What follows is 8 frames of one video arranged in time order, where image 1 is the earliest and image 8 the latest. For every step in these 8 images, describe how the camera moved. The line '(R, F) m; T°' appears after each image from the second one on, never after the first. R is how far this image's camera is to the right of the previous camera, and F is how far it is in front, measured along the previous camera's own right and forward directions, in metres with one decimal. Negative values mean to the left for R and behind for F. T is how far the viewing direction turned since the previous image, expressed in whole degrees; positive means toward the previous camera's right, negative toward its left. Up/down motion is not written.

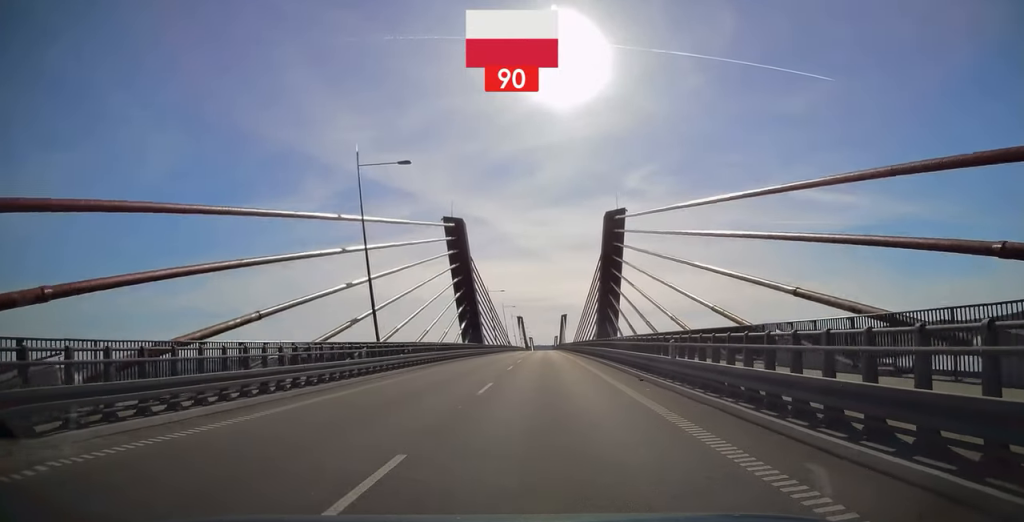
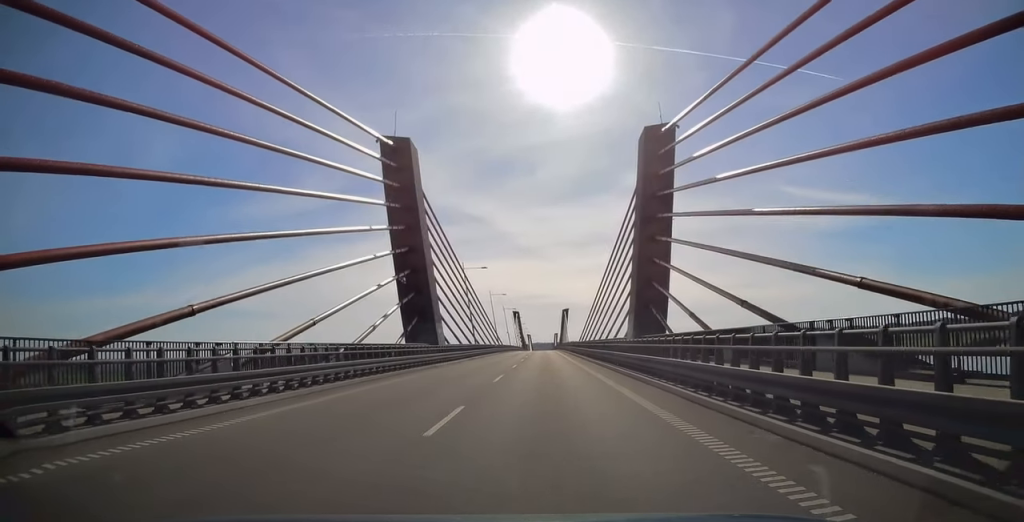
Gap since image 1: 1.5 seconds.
(0.0, +30.5) m; 0°
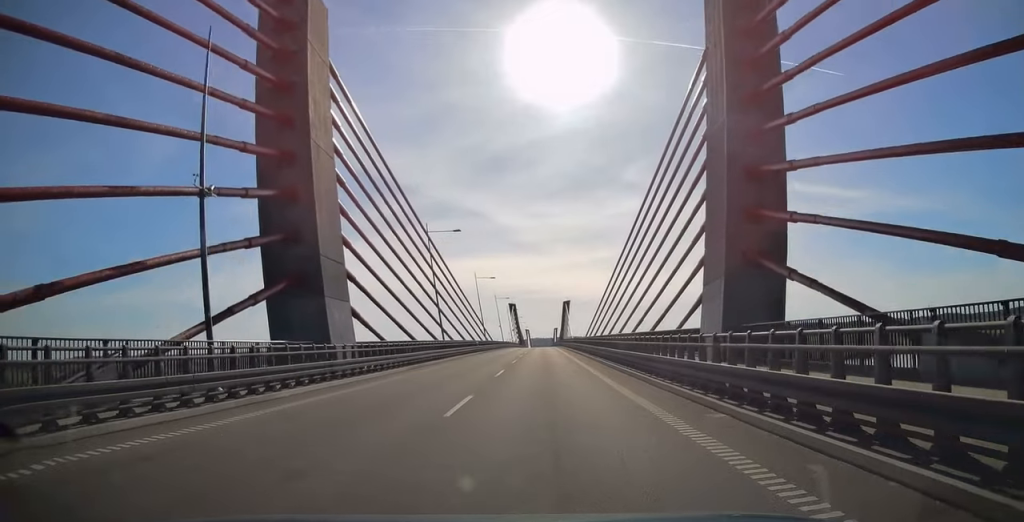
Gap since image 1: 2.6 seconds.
(0.0, +22.0) m; 0°
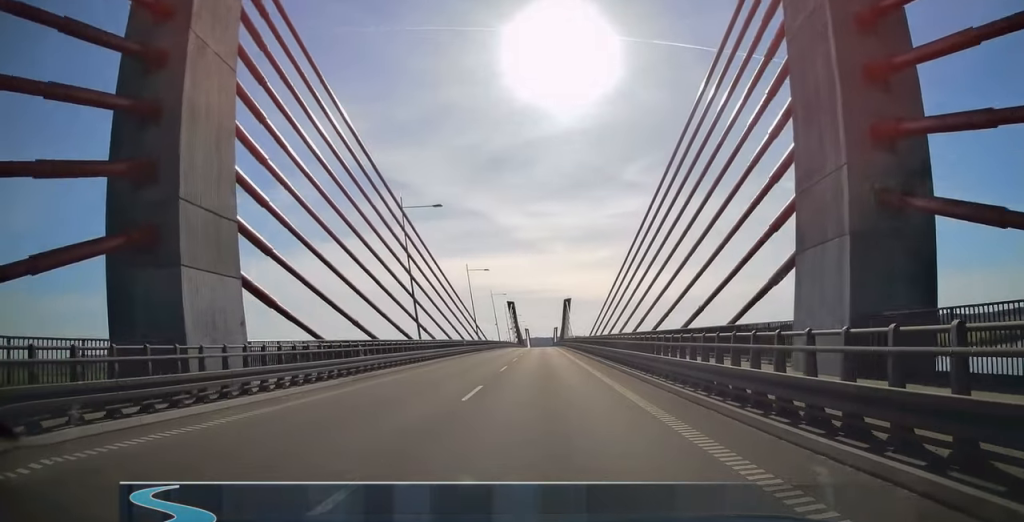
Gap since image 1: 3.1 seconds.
(0.0, +9.3) m; 0°
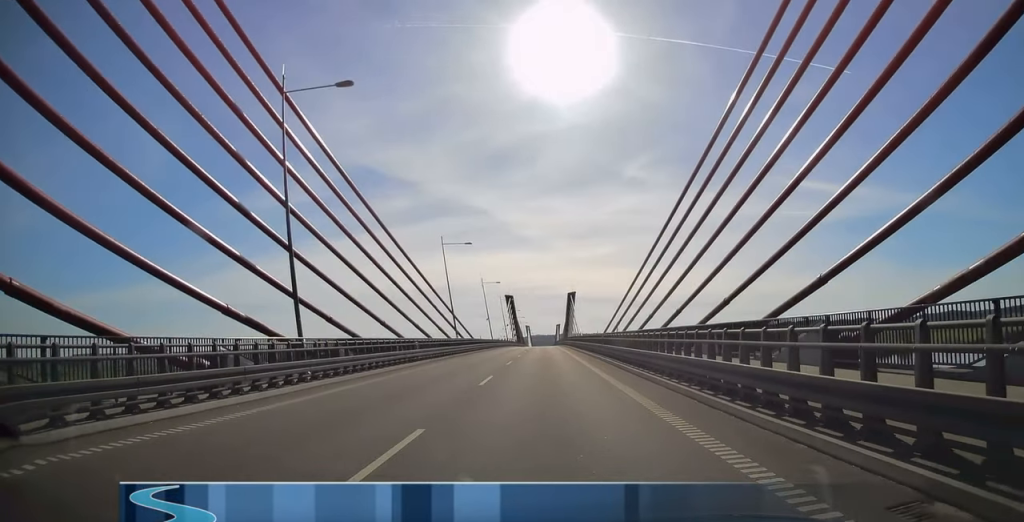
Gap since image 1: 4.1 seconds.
(0.0, +20.5) m; 0°
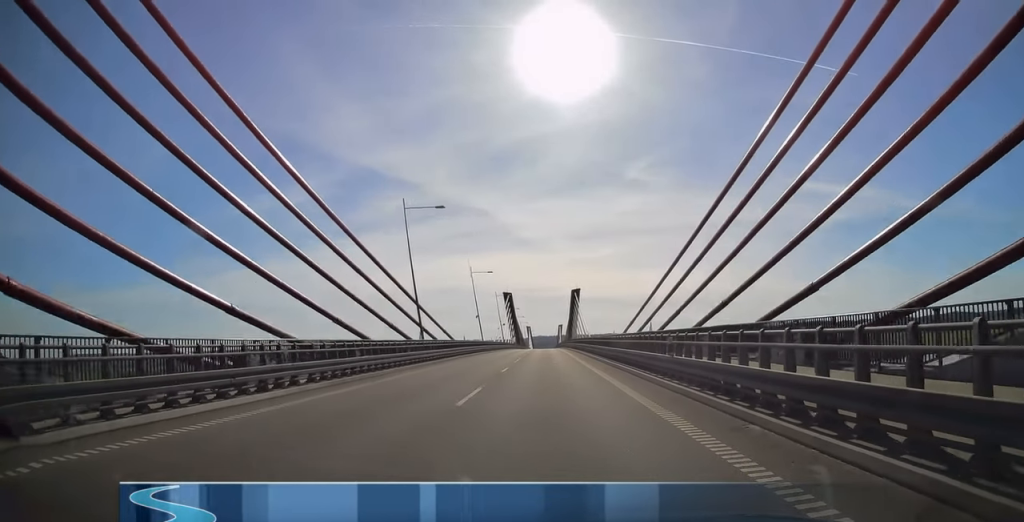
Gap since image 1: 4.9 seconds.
(0.0, +17.0) m; 0°
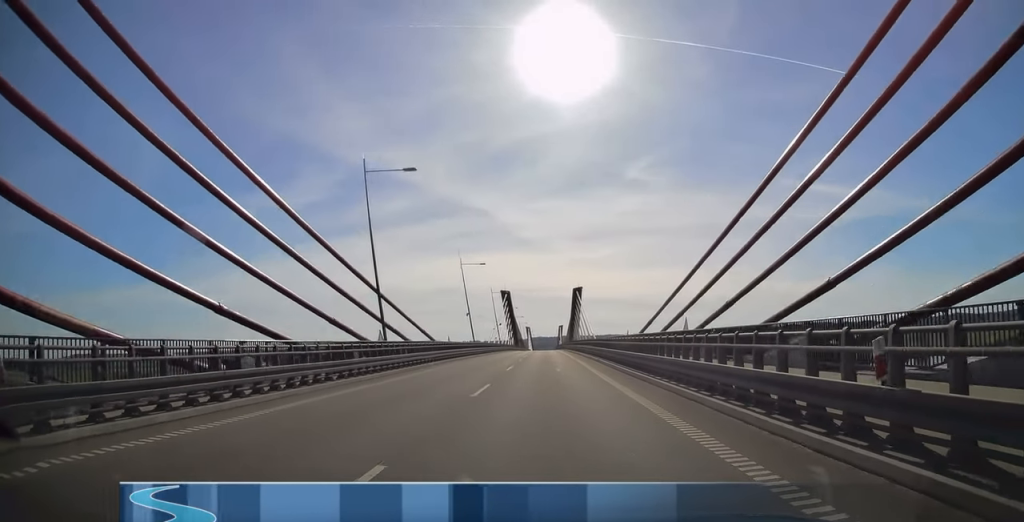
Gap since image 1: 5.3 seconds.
(0.0, +9.8) m; 0°
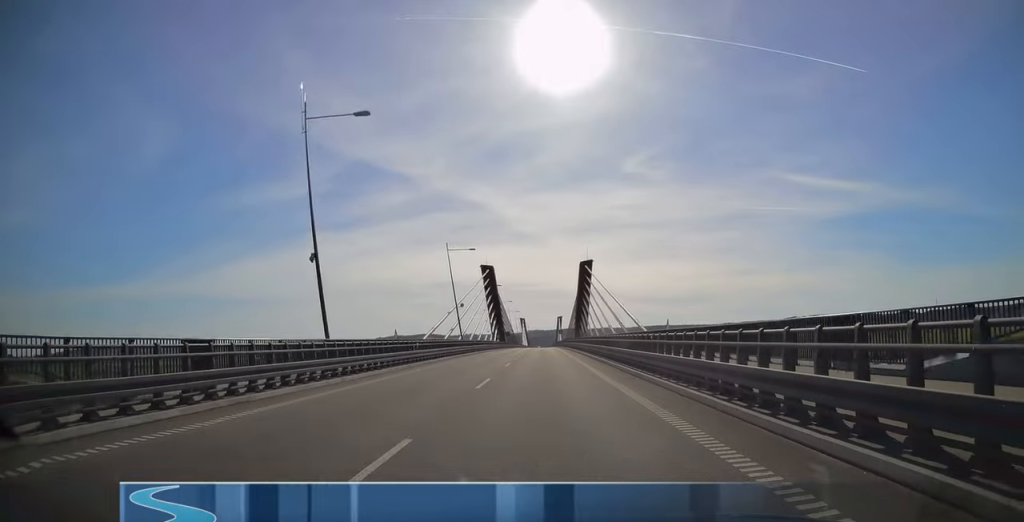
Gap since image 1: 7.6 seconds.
(+0.2, +46.8) m; 0°
